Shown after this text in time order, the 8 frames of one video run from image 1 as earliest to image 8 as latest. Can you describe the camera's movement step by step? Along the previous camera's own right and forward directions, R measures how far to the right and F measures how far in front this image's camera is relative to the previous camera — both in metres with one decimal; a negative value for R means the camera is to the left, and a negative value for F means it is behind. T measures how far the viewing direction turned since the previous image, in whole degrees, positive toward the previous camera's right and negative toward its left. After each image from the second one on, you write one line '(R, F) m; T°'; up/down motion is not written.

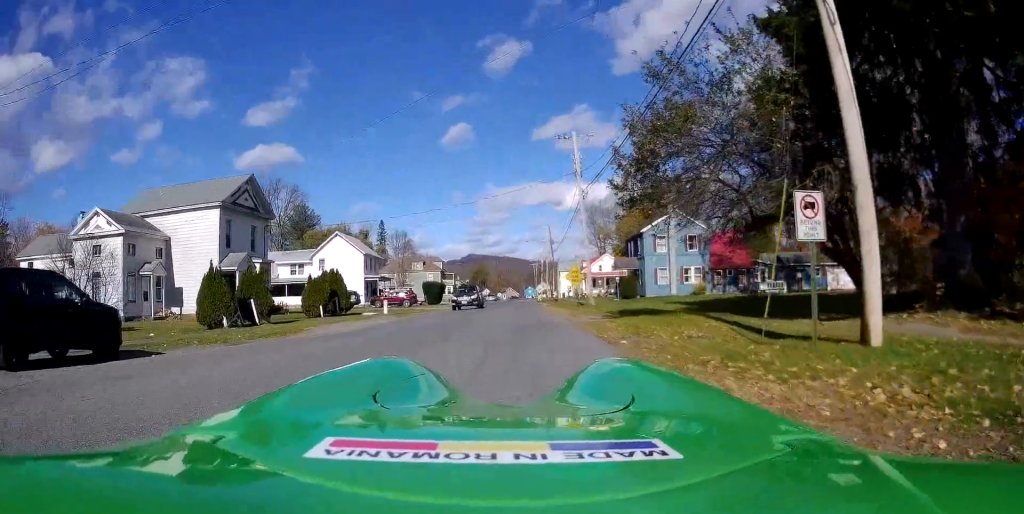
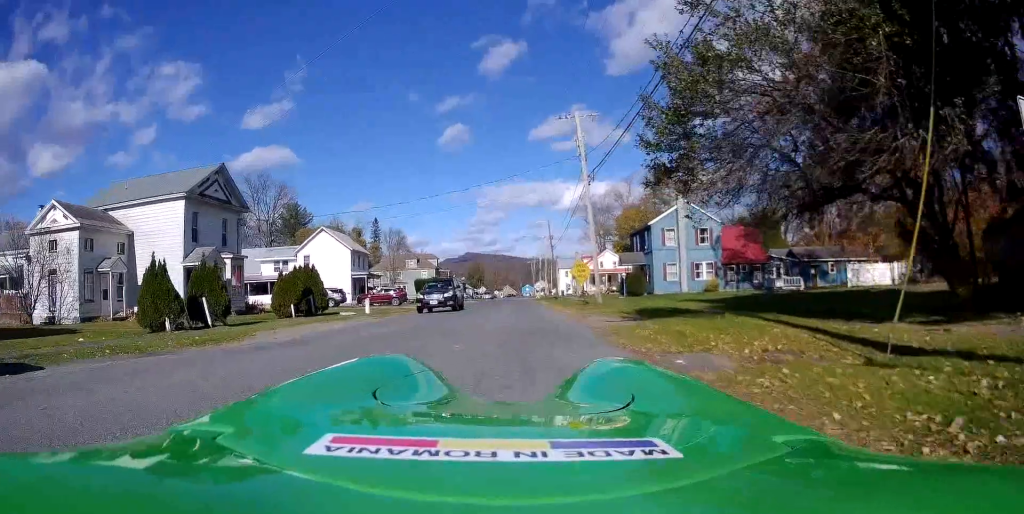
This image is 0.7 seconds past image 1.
(+0.2, +4.1) m; -1°
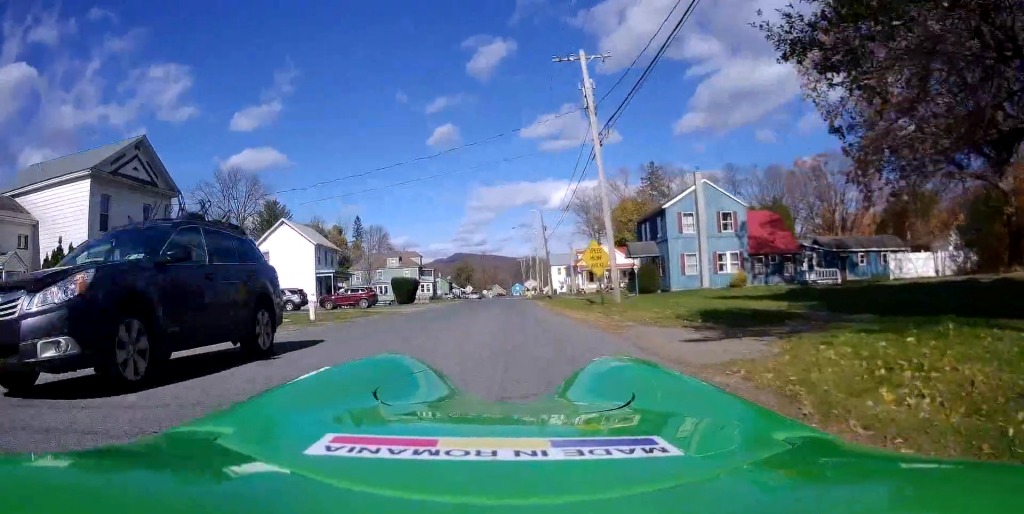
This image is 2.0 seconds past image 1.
(-0.3, +8.0) m; 0°
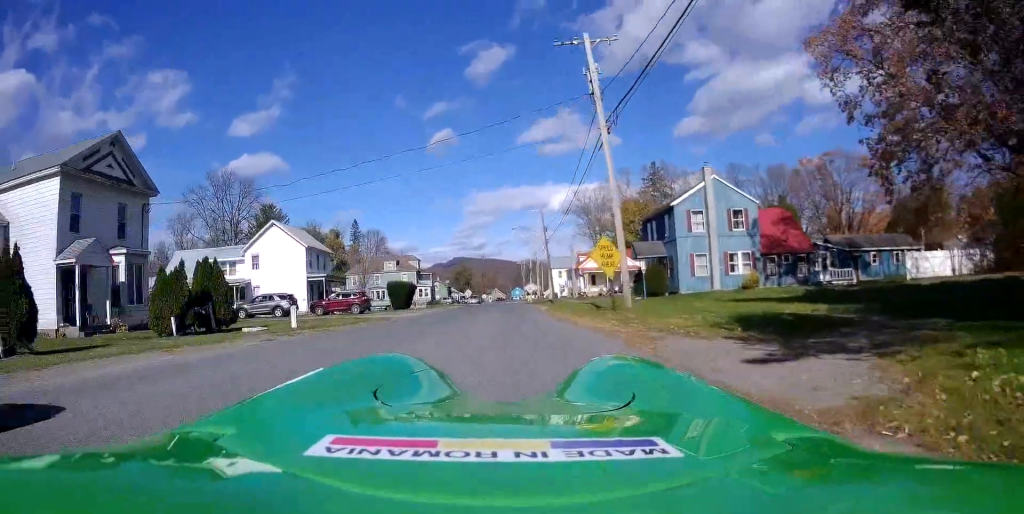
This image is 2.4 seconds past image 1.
(+0.1, +2.3) m; +1°
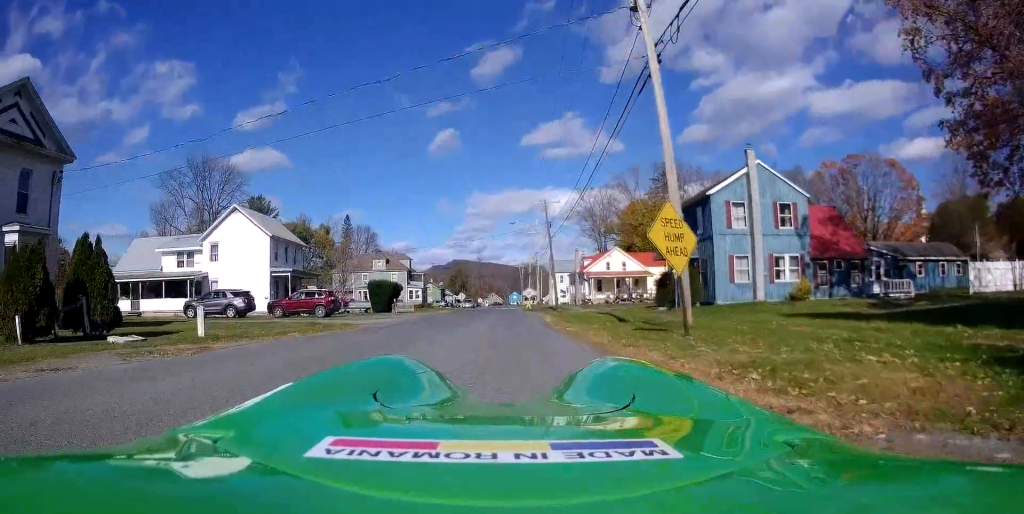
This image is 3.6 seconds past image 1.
(+0.4, +7.5) m; +1°
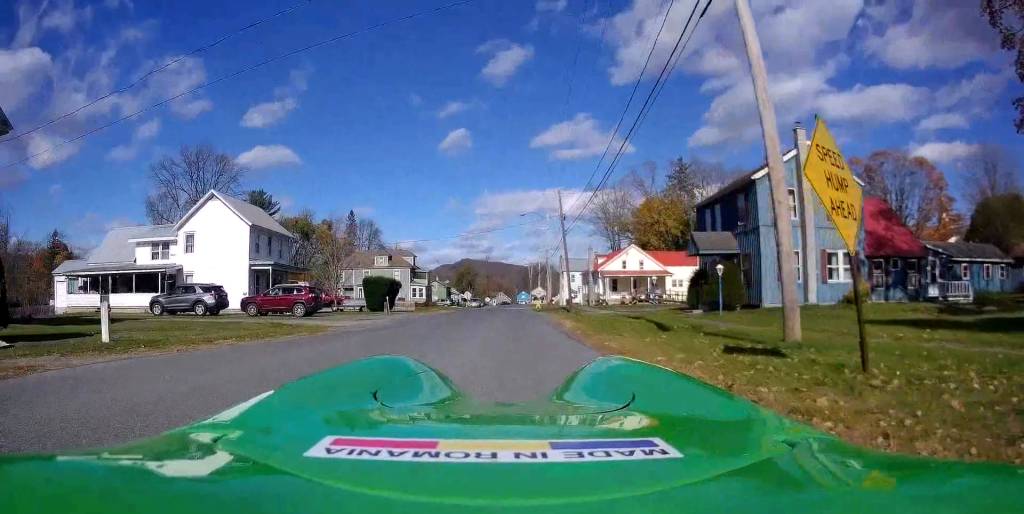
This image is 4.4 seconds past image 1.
(-0.1, +4.9) m; -2°
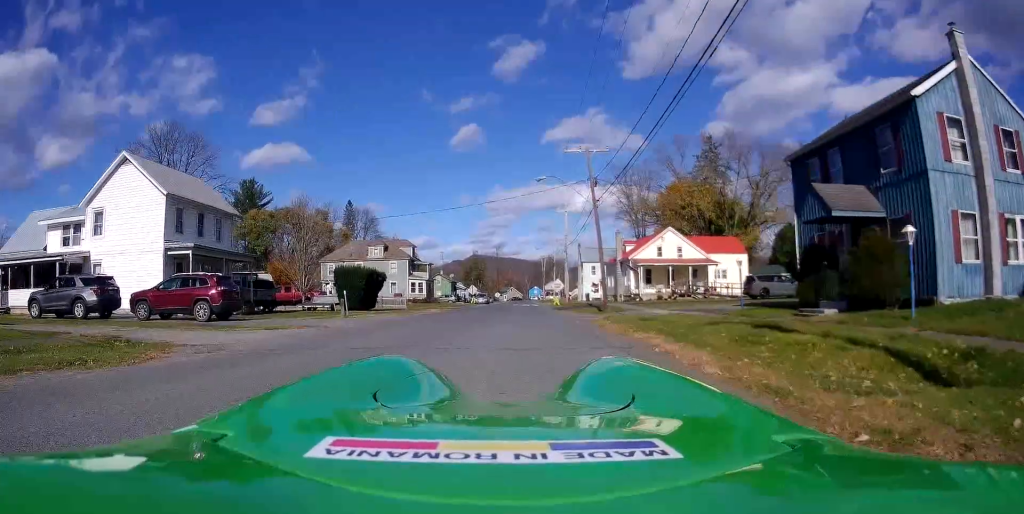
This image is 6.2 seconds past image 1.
(+0.5, +11.5) m; +3°
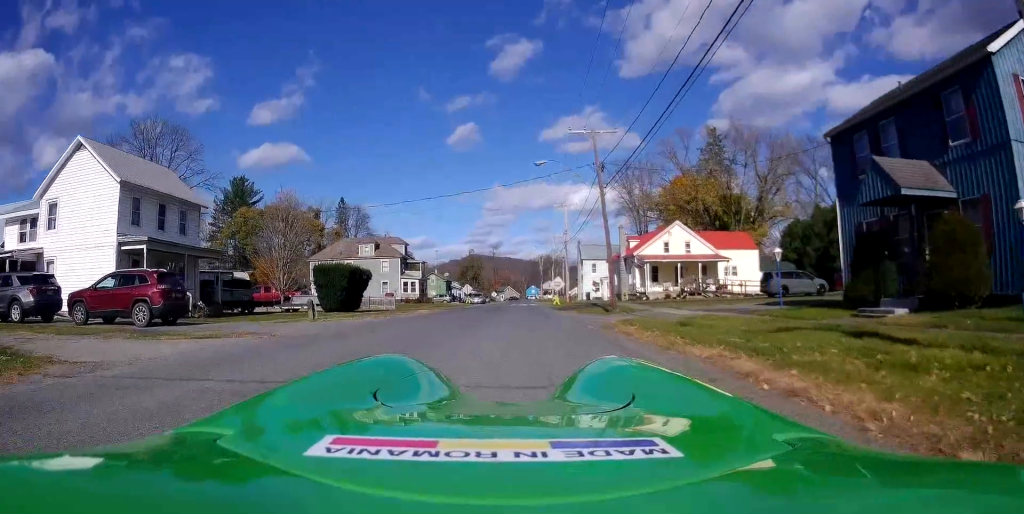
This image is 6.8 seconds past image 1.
(-0.3, +3.8) m; -2°
